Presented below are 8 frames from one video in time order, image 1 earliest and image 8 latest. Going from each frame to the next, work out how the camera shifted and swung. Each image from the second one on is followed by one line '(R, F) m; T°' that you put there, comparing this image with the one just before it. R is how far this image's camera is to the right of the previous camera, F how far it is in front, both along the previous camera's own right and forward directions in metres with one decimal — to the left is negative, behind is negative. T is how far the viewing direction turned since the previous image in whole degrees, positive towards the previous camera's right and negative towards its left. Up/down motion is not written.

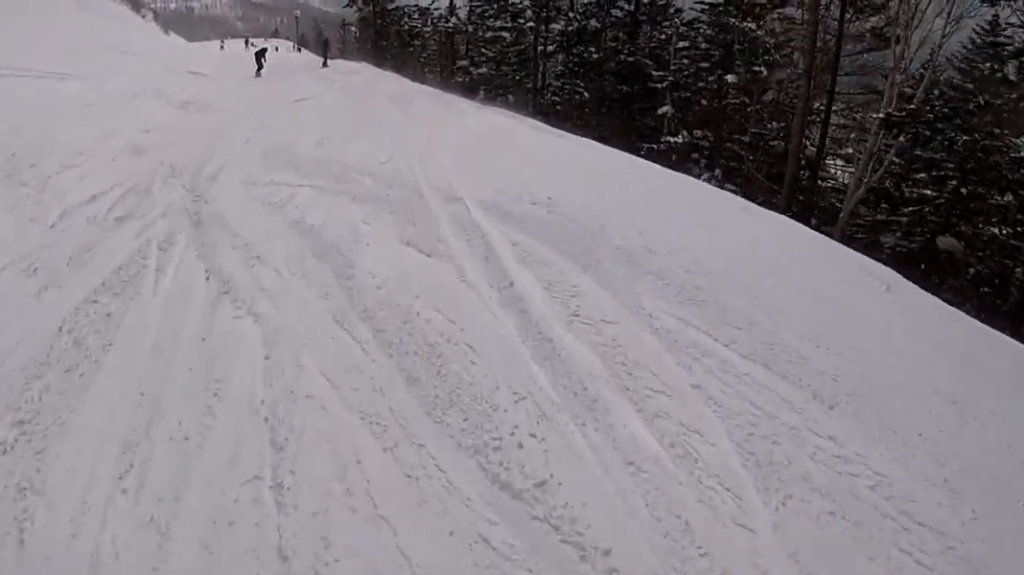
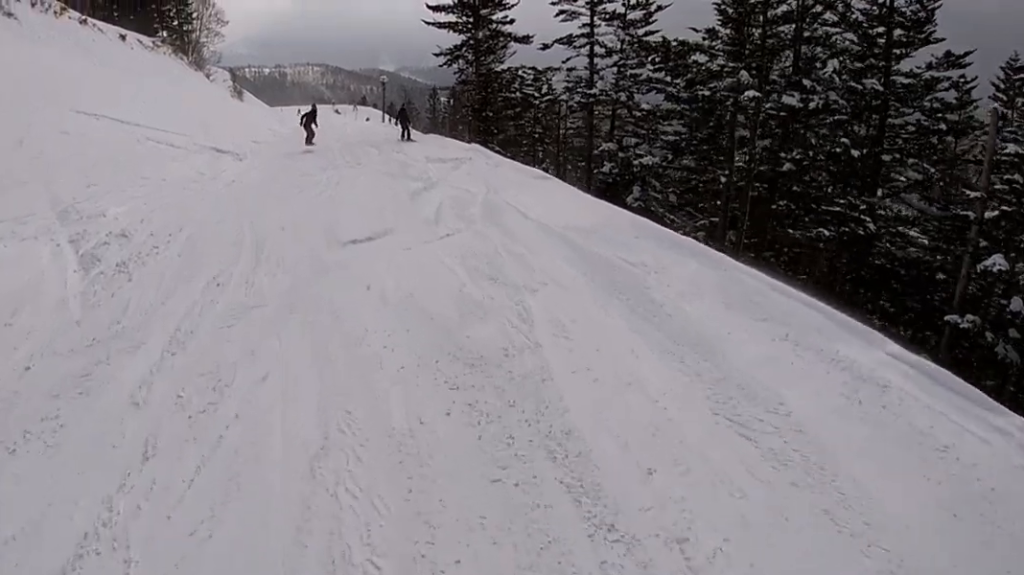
(-2.0, +10.9) m; -9°
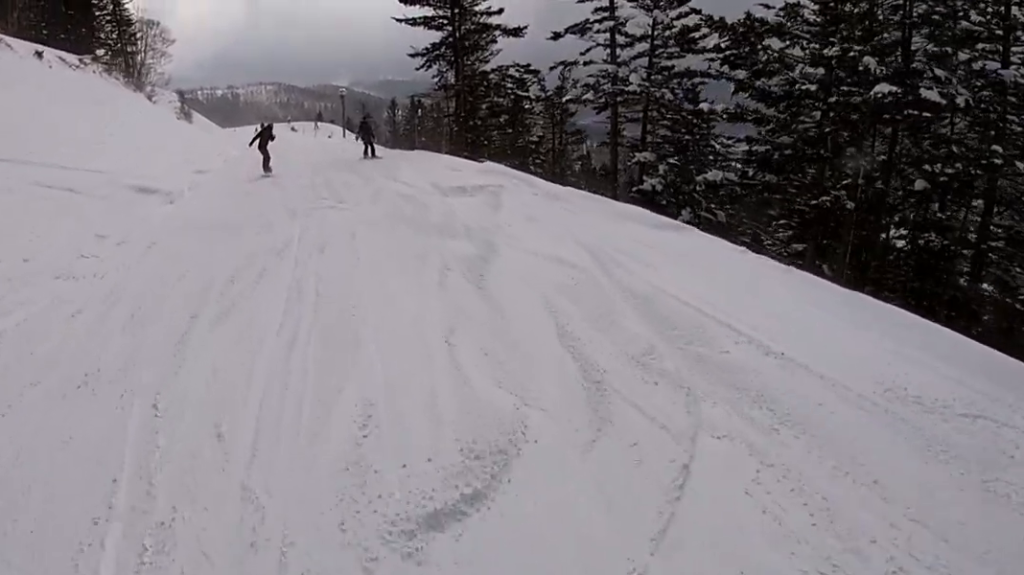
(+1.0, +5.8) m; +5°
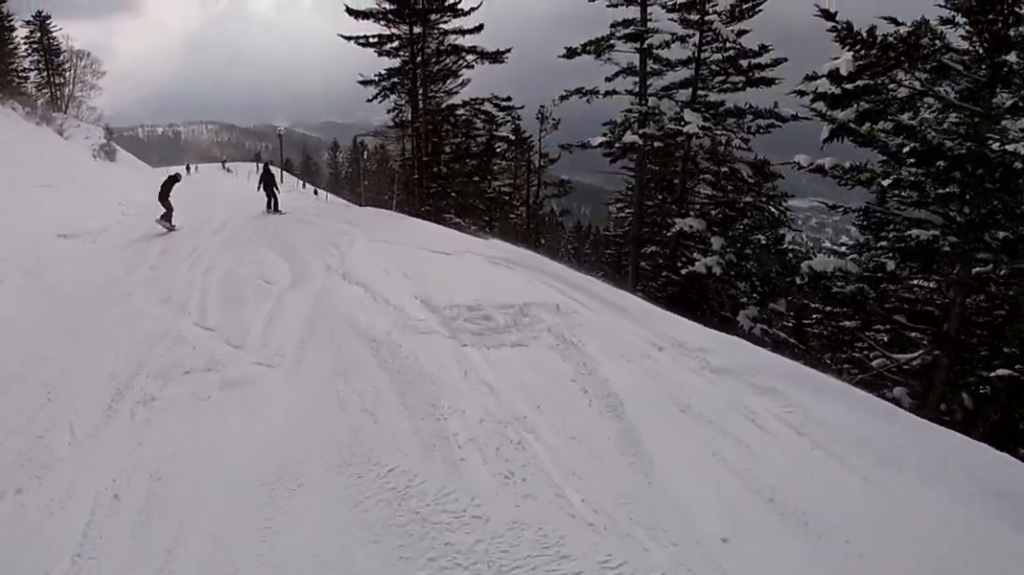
(-0.6, +6.4) m; 0°
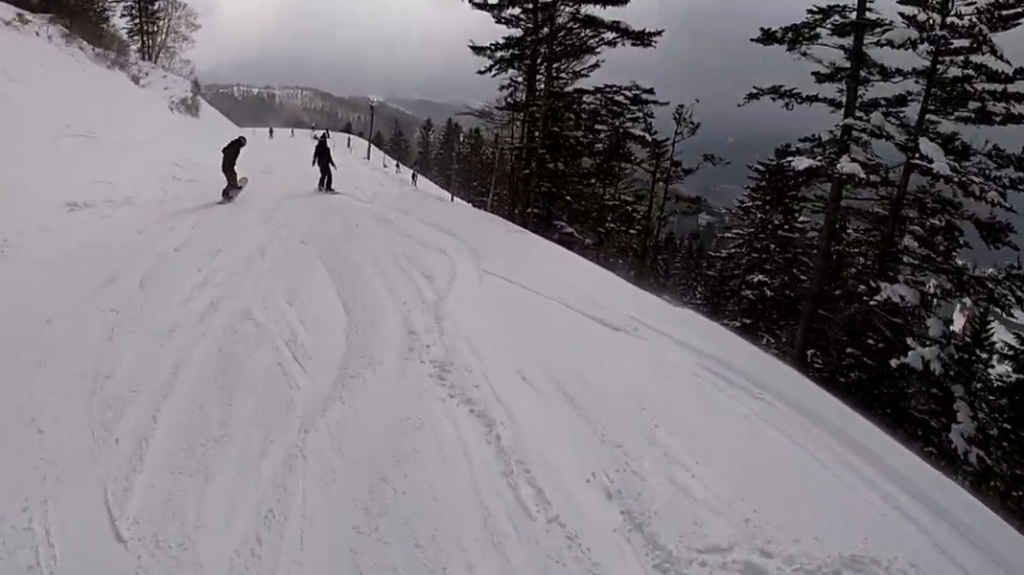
(+0.6, +4.1) m; 0°
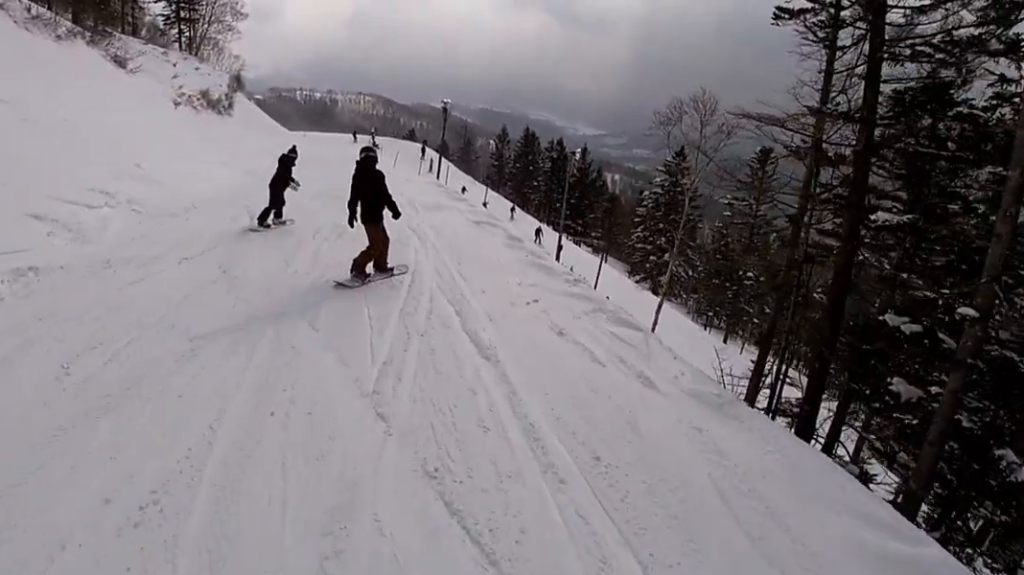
(-2.0, +13.8) m; -12°
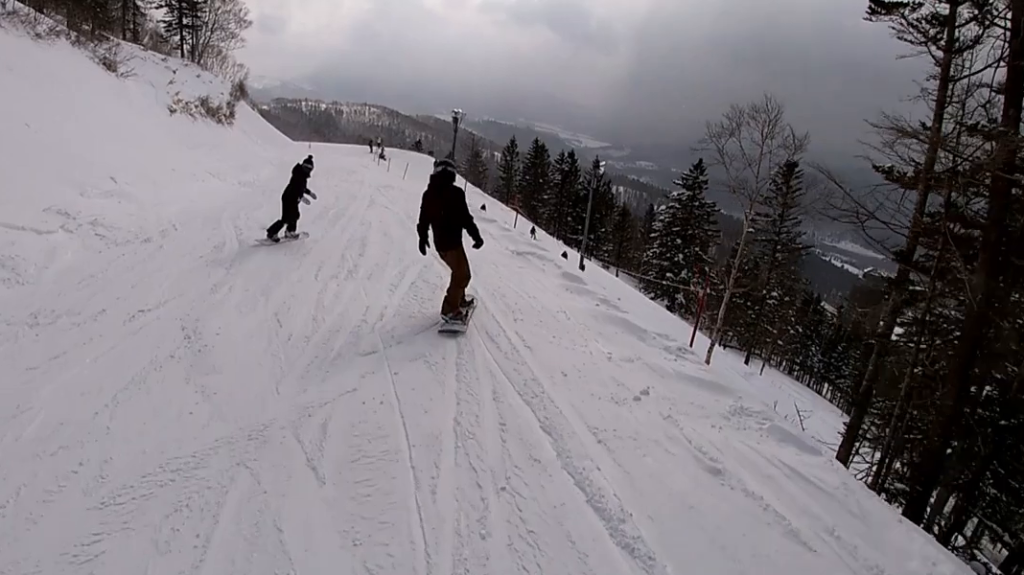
(0.0, +2.6) m; -2°
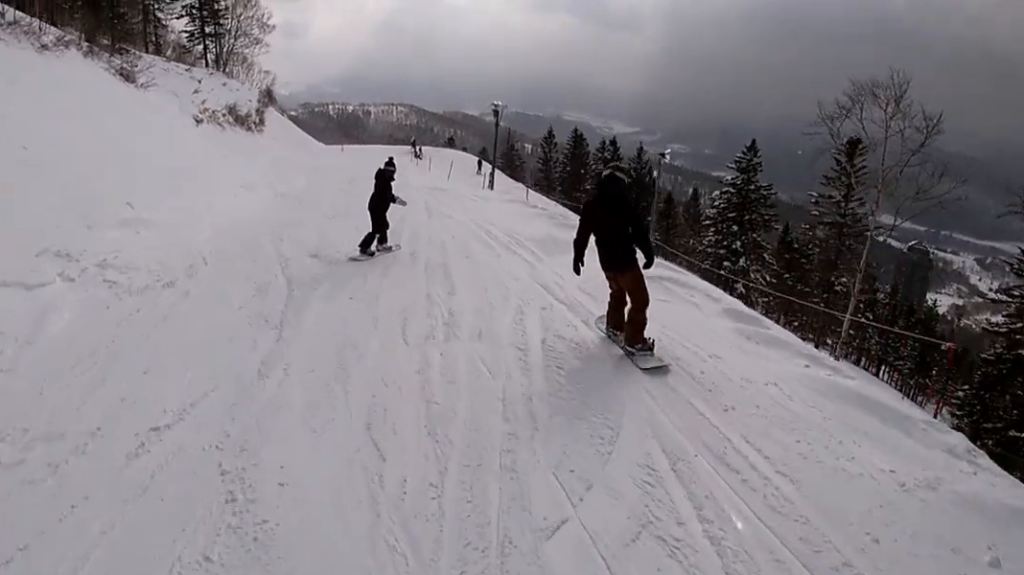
(+0.1, +2.7) m; -2°
